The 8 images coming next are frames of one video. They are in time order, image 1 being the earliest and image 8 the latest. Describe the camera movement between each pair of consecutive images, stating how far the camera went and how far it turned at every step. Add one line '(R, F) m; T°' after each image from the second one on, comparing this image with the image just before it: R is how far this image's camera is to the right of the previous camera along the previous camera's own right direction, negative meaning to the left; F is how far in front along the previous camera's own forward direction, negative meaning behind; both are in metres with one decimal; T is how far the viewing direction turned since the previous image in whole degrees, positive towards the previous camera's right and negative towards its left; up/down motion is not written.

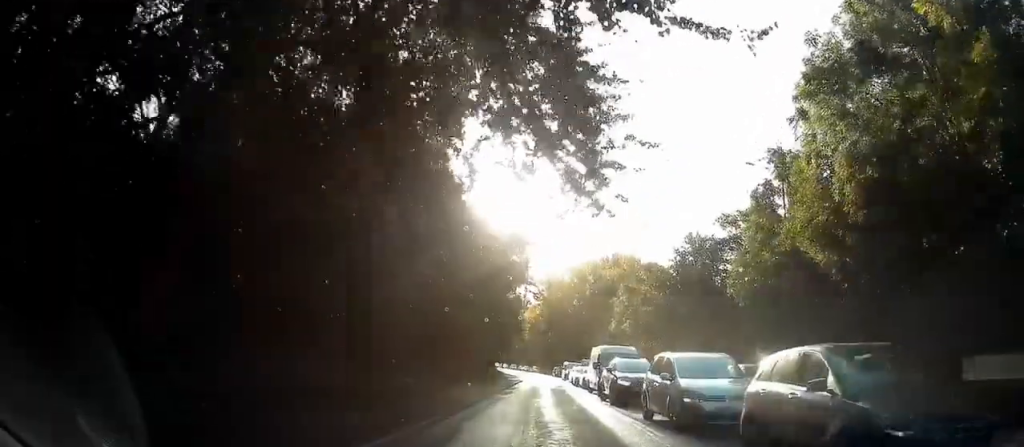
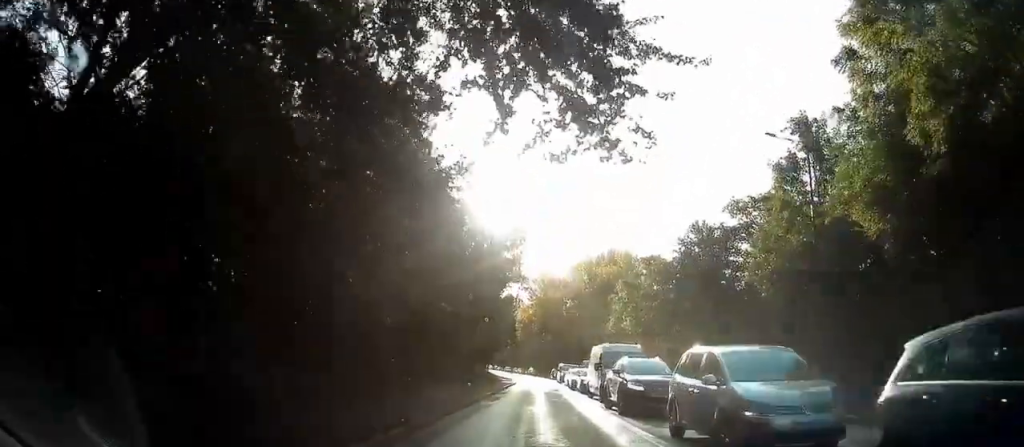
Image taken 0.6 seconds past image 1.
(0.0, +3.7) m; +1°
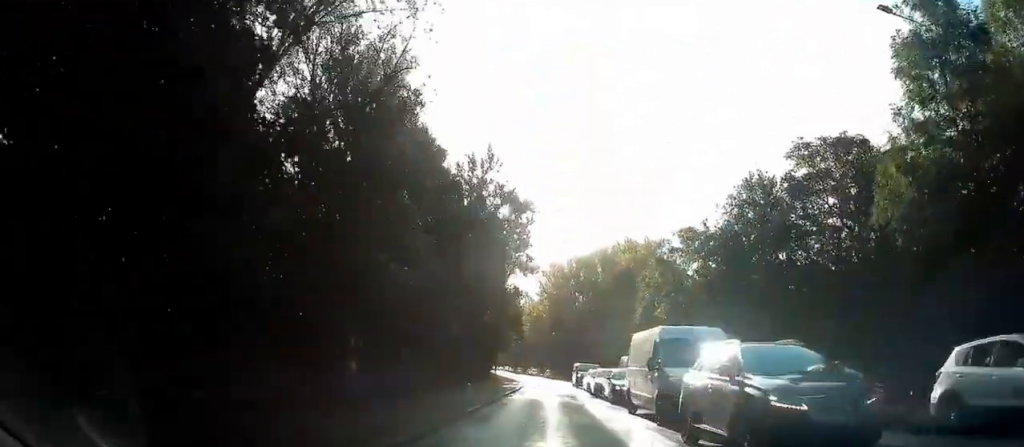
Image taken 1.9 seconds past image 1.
(+0.1, +9.3) m; +1°
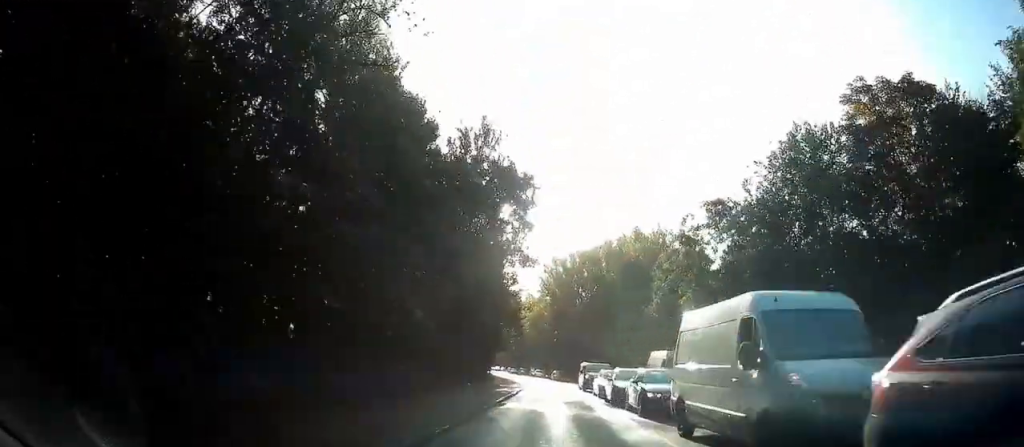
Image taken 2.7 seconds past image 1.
(0.0, +6.2) m; 0°
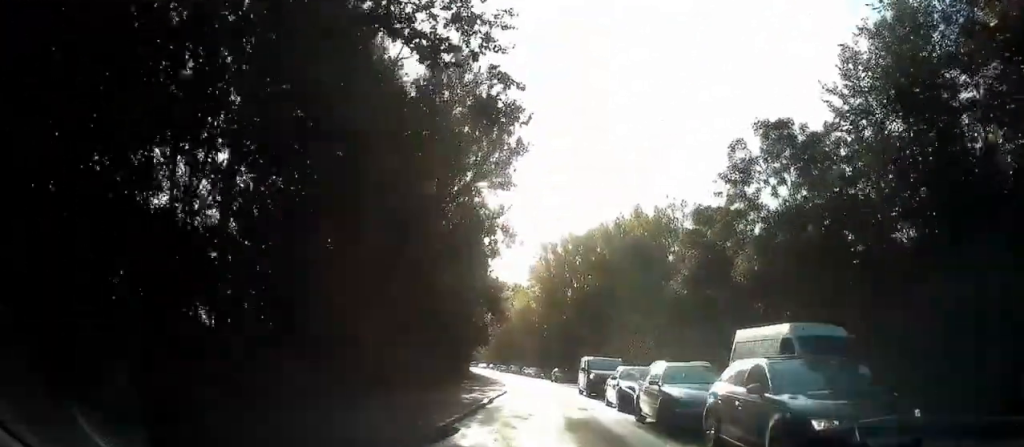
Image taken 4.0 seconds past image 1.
(0.0, +10.4) m; -1°
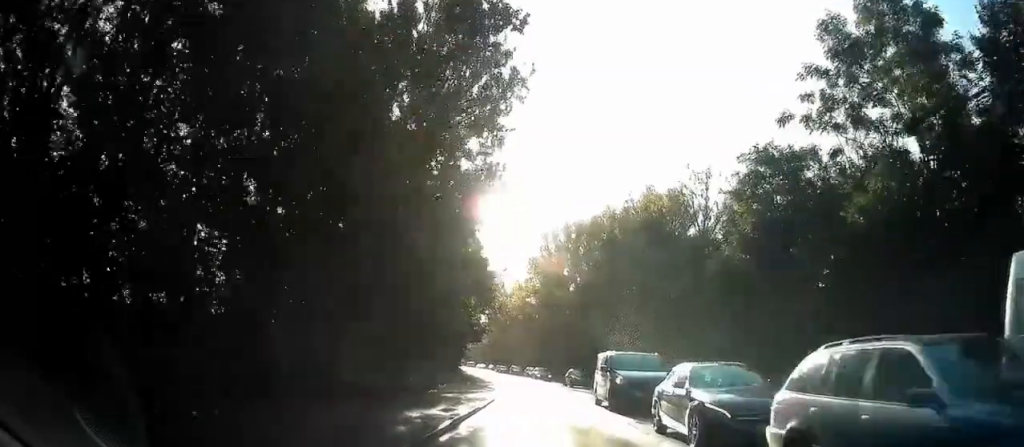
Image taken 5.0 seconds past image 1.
(-0.1, +9.0) m; 0°
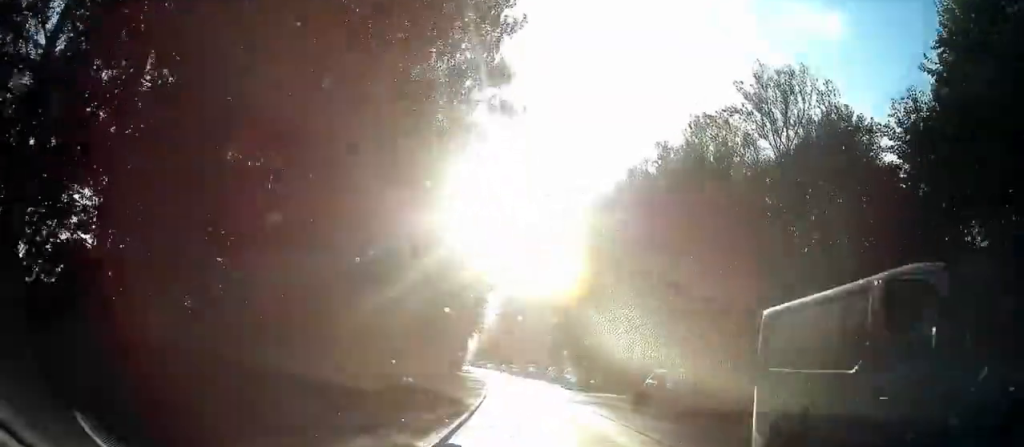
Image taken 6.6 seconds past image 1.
(+0.1, +15.7) m; +1°
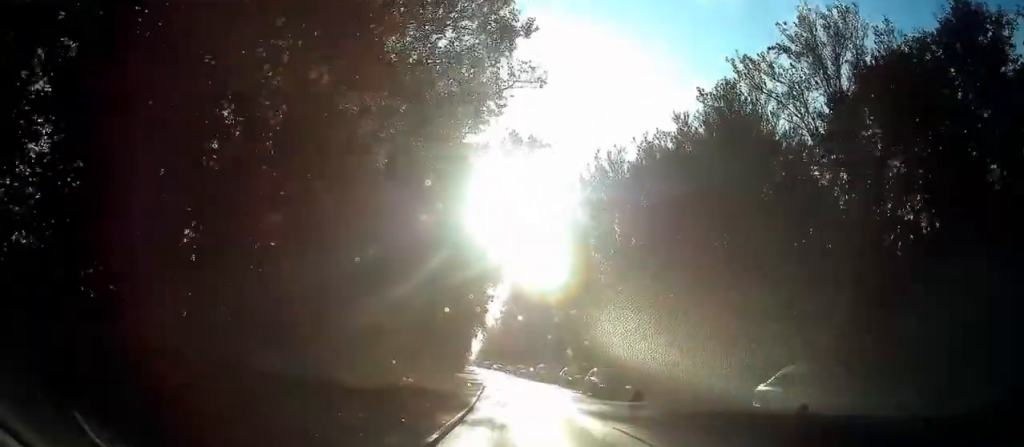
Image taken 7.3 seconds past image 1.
(+0.3, +6.8) m; -2°
